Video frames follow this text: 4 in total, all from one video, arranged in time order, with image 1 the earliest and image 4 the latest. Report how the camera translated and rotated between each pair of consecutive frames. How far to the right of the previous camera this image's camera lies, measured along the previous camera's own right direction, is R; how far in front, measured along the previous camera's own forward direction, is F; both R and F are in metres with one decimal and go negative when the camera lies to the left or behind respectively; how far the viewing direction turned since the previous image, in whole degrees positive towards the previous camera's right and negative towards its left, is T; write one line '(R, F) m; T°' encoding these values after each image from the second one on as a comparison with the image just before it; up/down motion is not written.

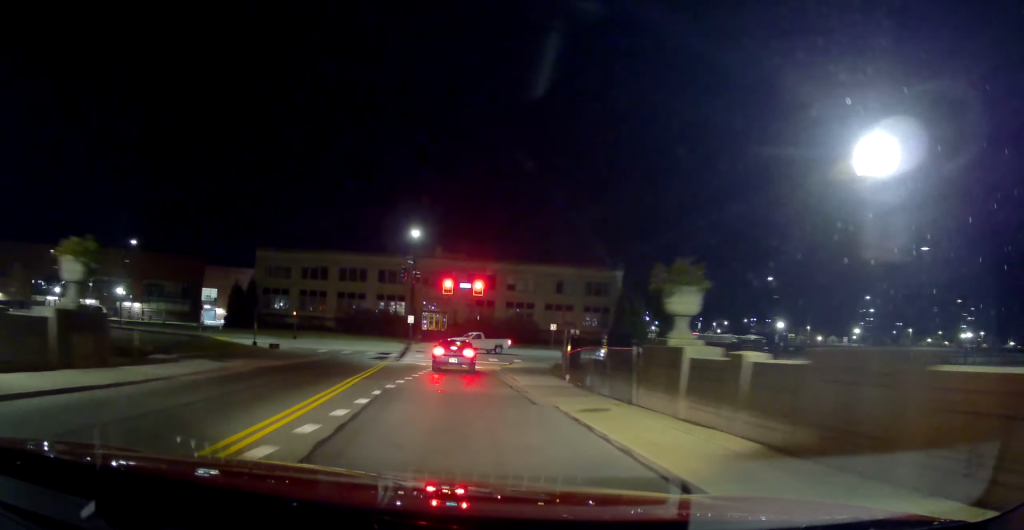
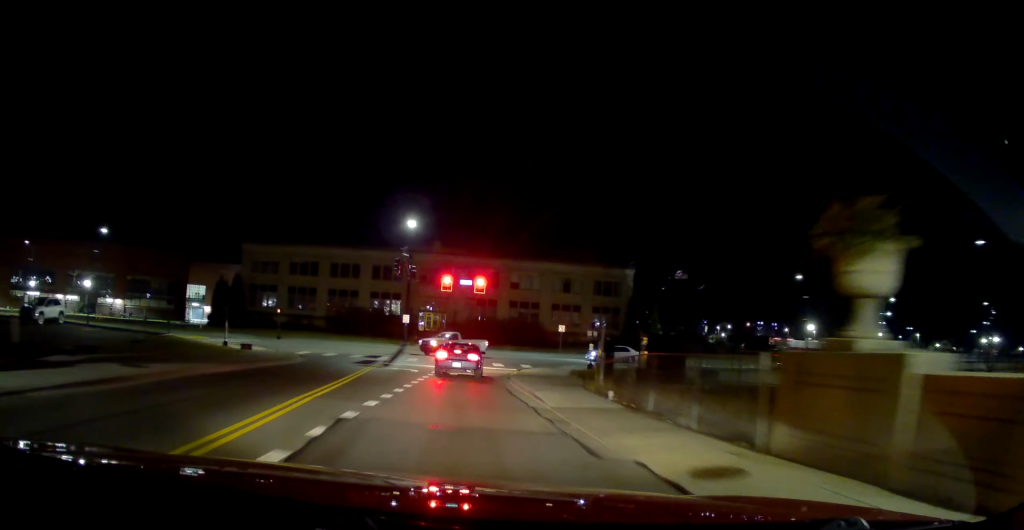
(0.0, +5.3) m; 0°
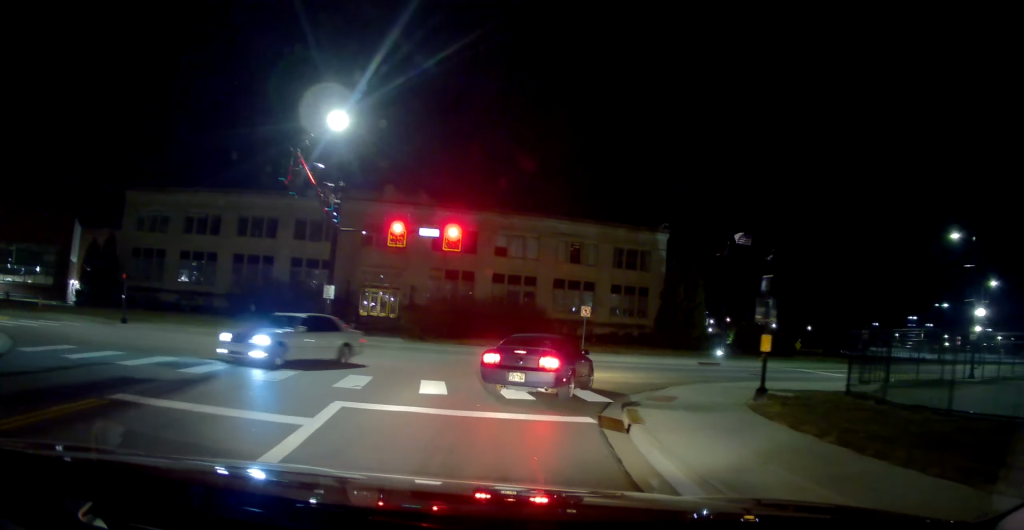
(+0.6, +22.2) m; +6°
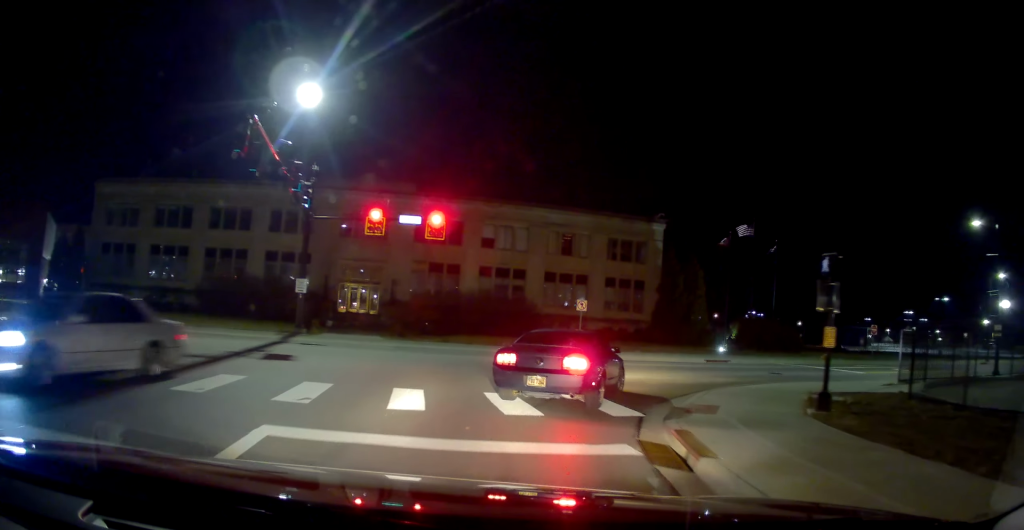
(+0.2, +2.8) m; +3°
